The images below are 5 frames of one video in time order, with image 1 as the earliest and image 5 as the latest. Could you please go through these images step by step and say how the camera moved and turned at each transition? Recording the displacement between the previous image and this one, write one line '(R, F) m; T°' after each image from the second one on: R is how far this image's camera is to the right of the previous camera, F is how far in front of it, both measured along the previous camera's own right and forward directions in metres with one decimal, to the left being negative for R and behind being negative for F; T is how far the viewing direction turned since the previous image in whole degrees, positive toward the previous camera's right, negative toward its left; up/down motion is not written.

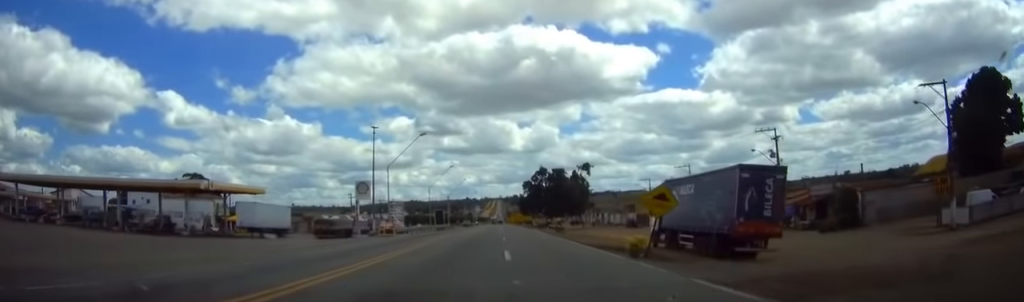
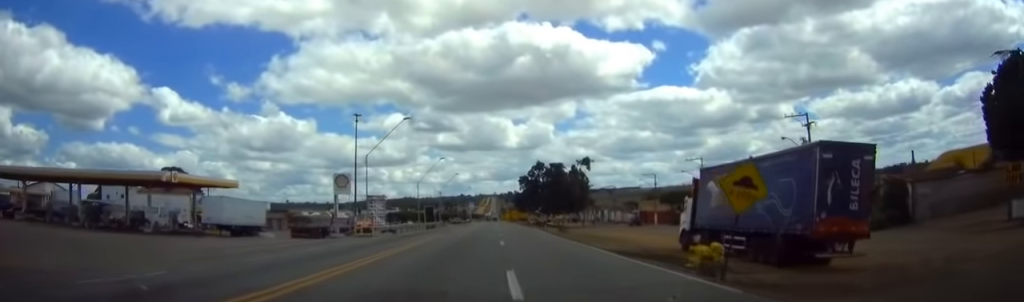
(0.0, +8.8) m; 0°
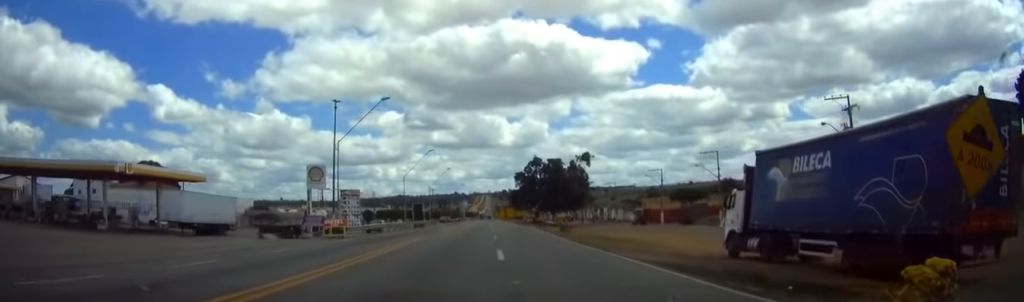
(+0.1, +8.9) m; +1°
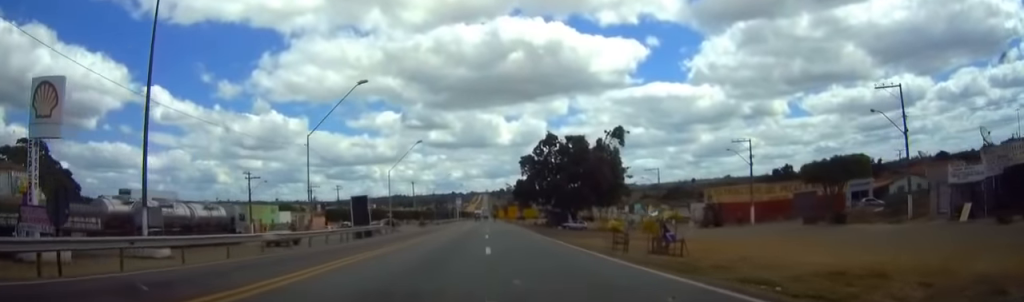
(-0.1, +42.9) m; 0°
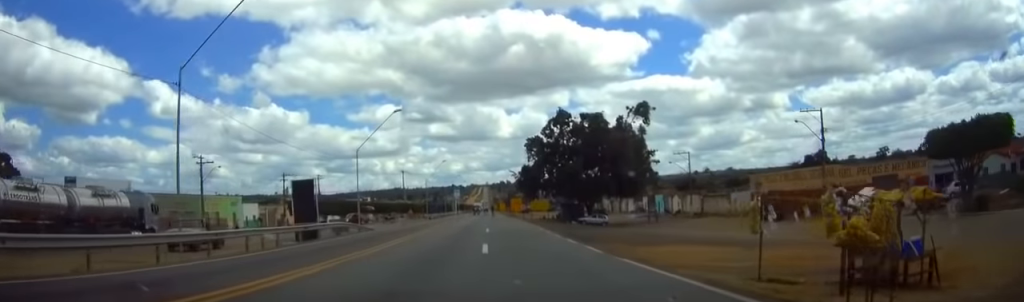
(0.0, +17.8) m; +1°
